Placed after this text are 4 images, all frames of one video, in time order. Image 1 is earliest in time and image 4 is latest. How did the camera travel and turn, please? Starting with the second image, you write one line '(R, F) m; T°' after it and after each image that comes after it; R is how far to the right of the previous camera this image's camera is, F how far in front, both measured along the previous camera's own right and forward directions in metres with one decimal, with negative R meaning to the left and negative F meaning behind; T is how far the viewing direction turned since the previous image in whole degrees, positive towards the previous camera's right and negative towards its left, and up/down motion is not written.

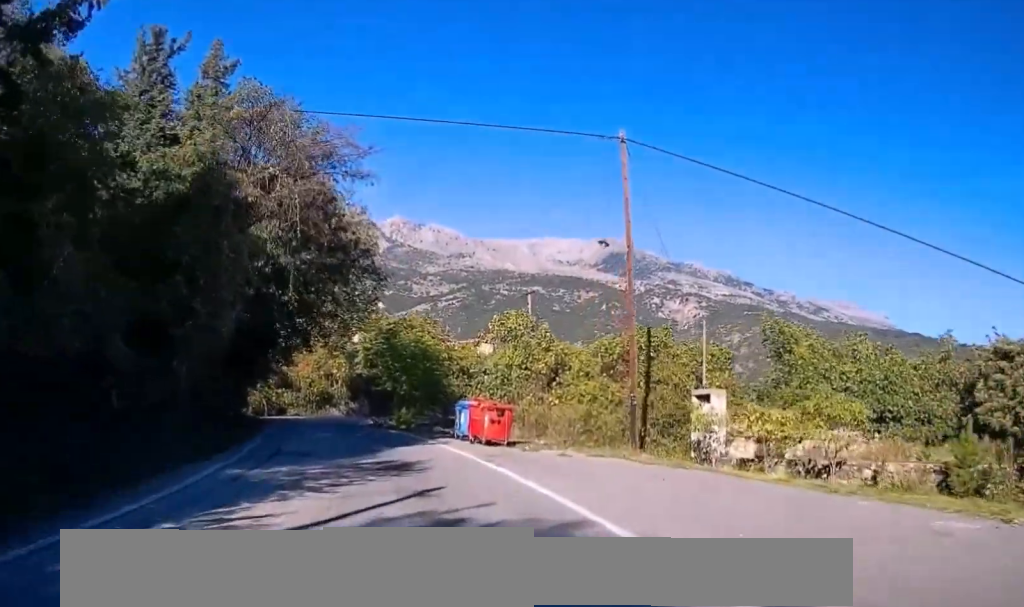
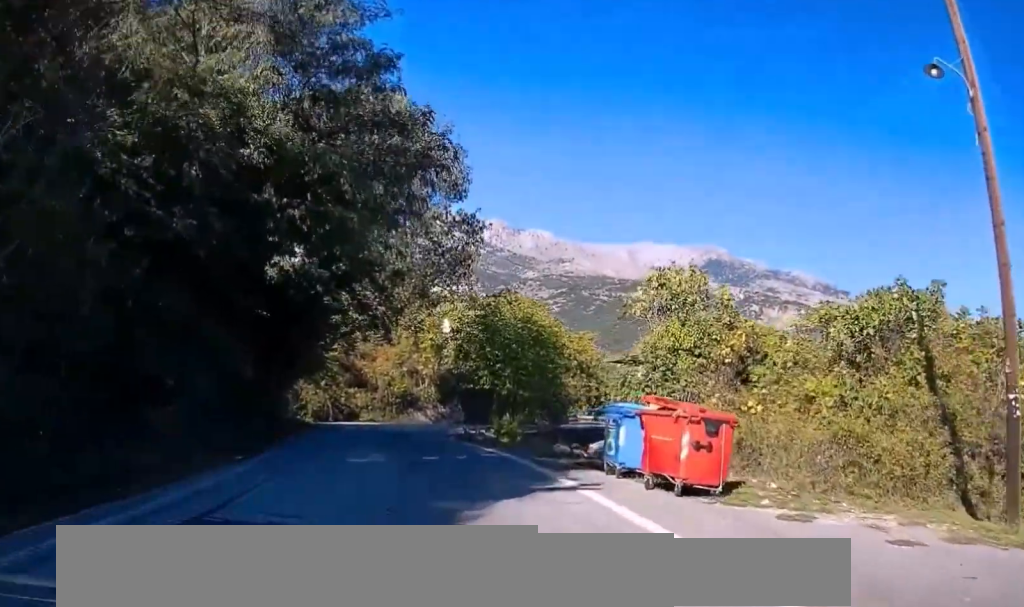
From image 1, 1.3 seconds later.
(-0.9, +12.7) m; -6°
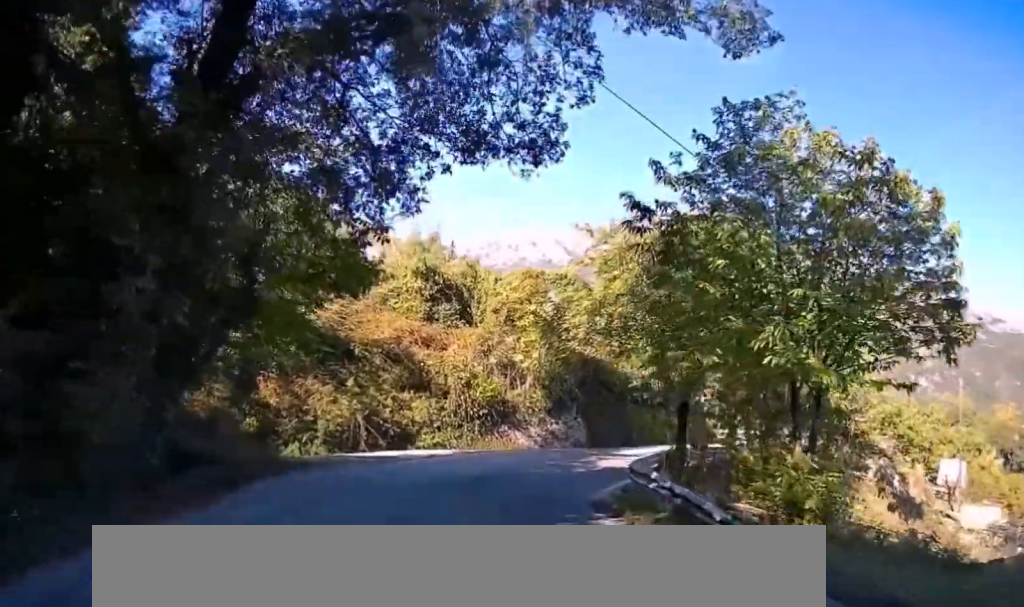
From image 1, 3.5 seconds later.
(-0.7, +21.4) m; +6°
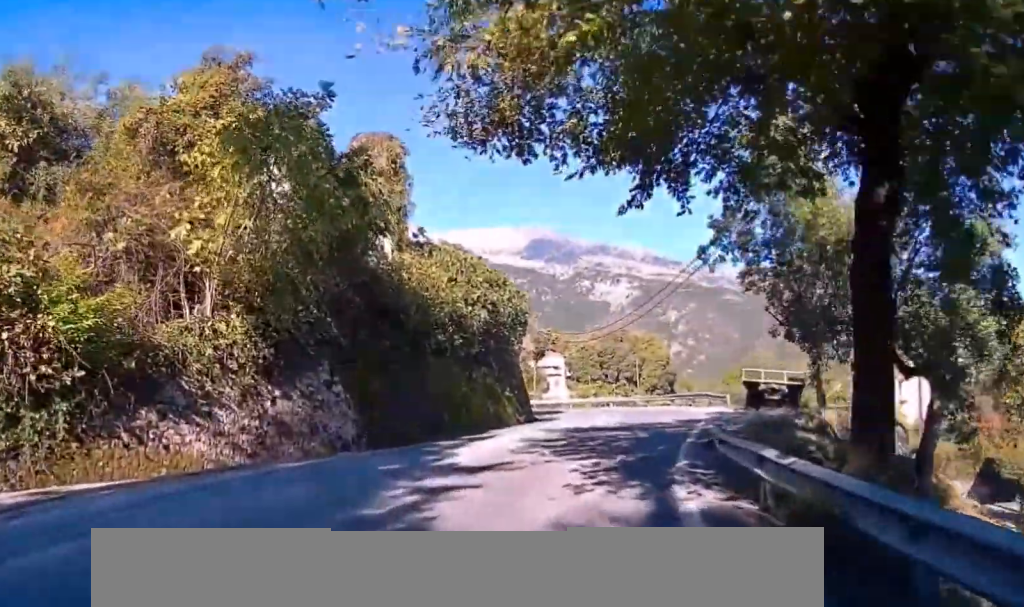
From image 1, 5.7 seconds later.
(+3.3, +20.4) m; +10°
